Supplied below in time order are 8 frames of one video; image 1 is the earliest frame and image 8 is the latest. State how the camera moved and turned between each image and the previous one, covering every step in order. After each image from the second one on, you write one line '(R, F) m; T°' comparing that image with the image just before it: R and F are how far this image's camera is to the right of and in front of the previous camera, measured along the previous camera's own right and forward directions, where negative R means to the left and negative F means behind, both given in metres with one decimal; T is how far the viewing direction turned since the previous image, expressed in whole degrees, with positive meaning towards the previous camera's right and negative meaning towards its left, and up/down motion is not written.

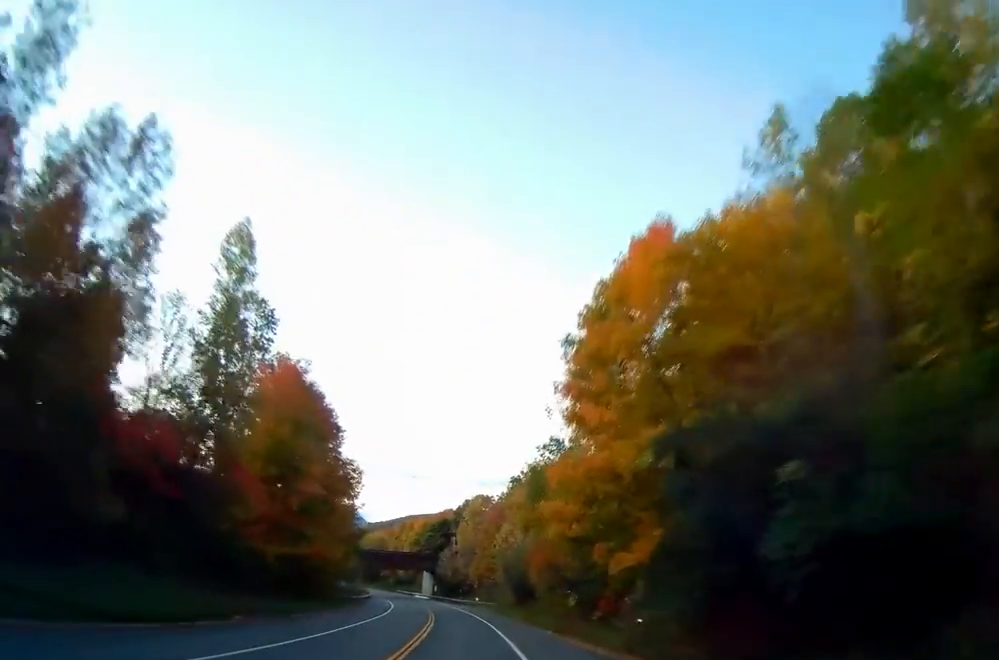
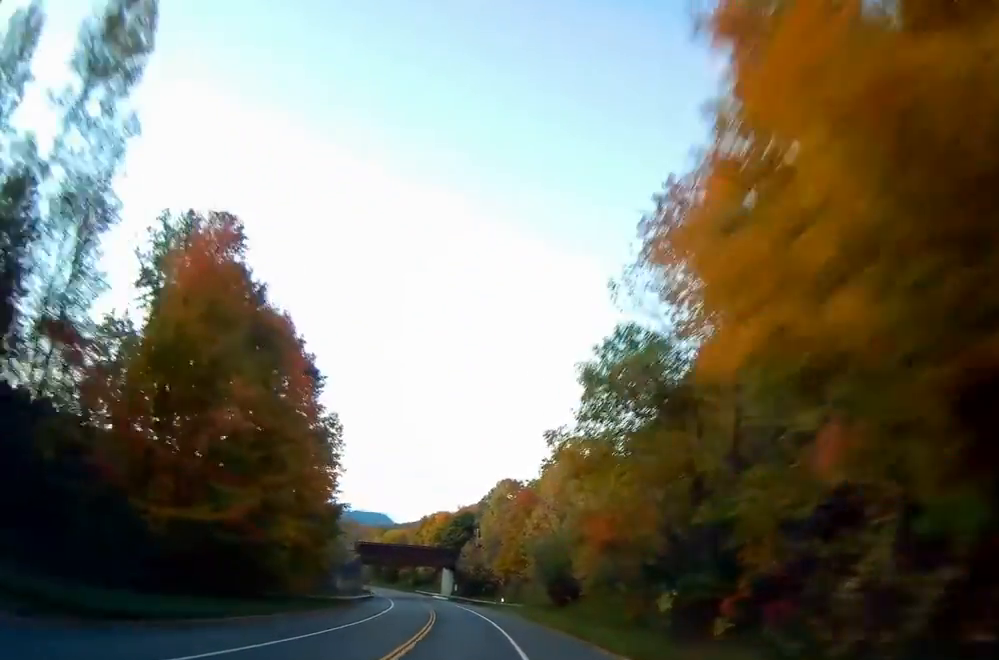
(0.0, +18.8) m; -2°
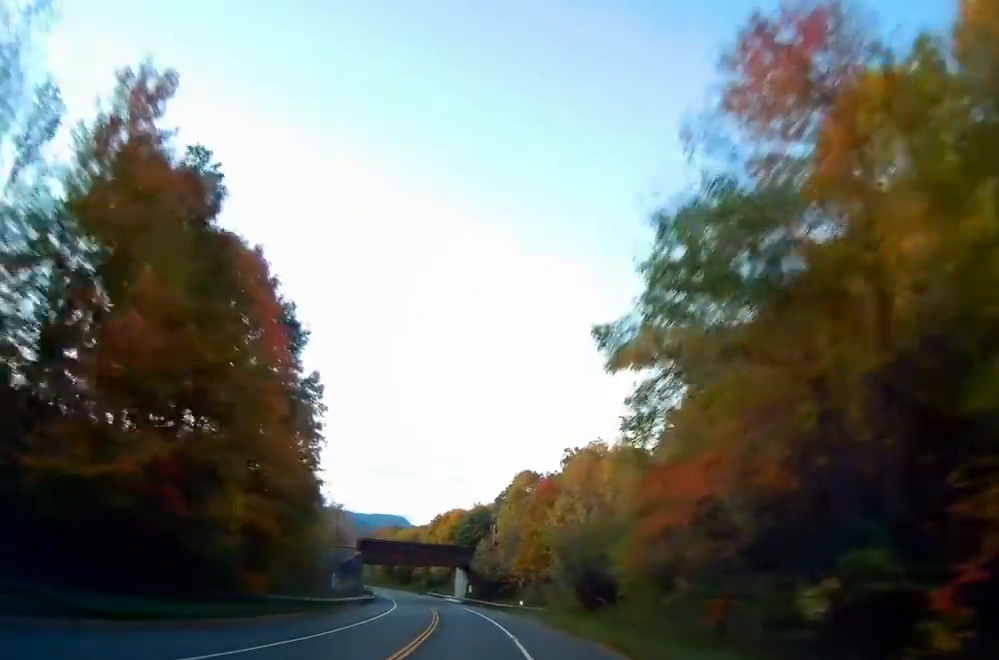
(-0.4, +10.1) m; -1°
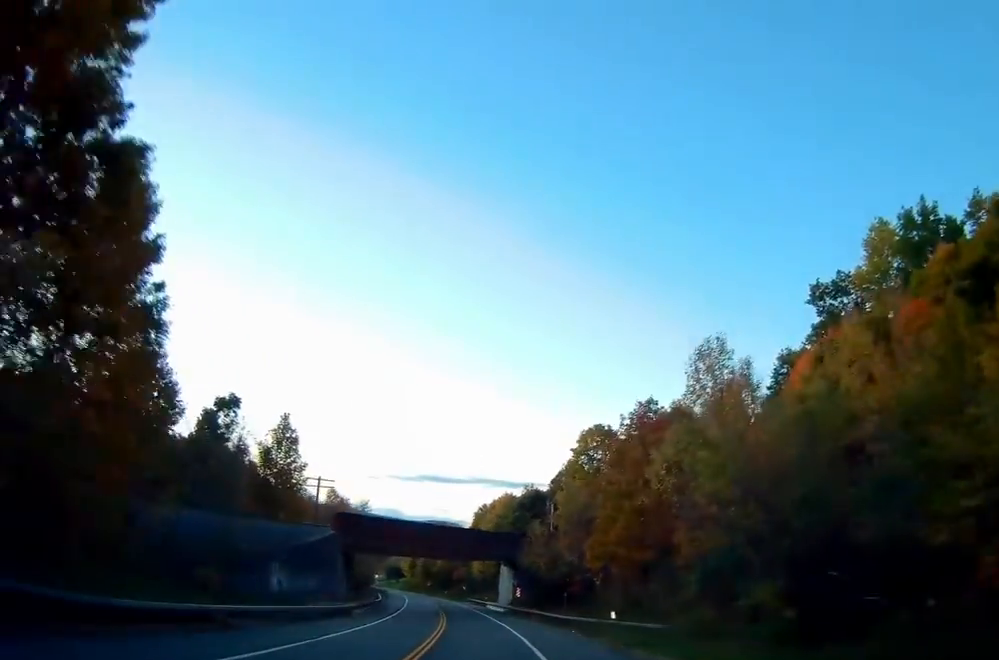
(-1.0, +31.4) m; -4°
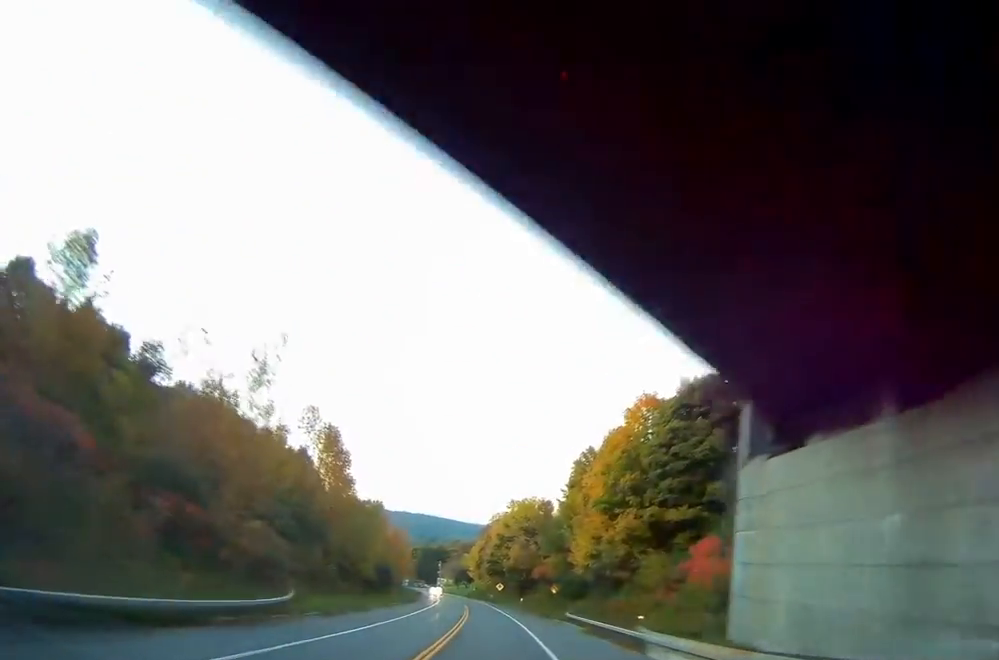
(-4.7, +68.1) m; -7°
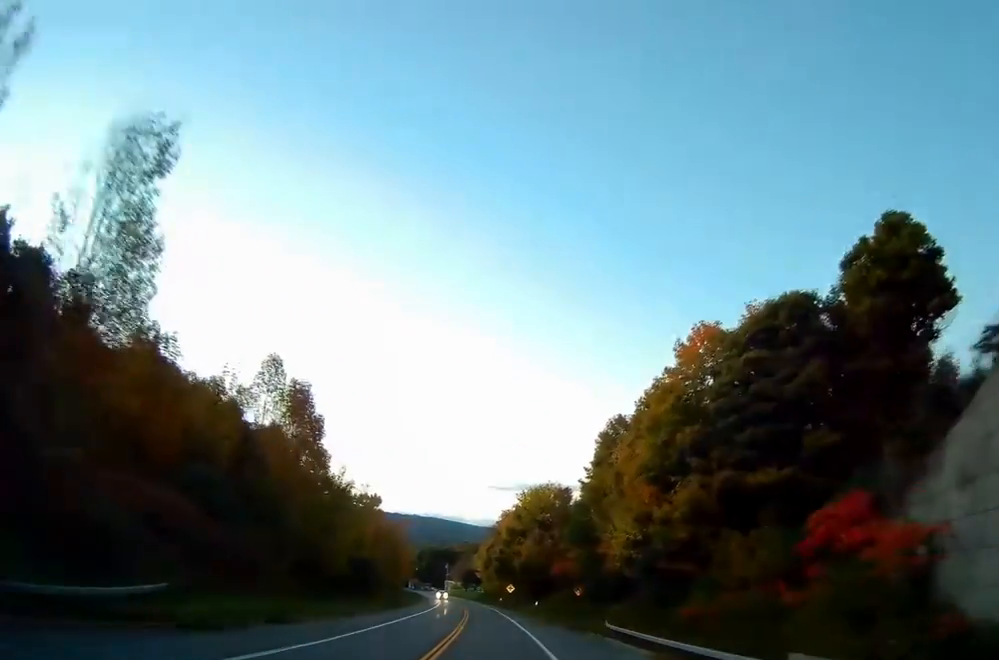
(-0.4, +16.5) m; -1°
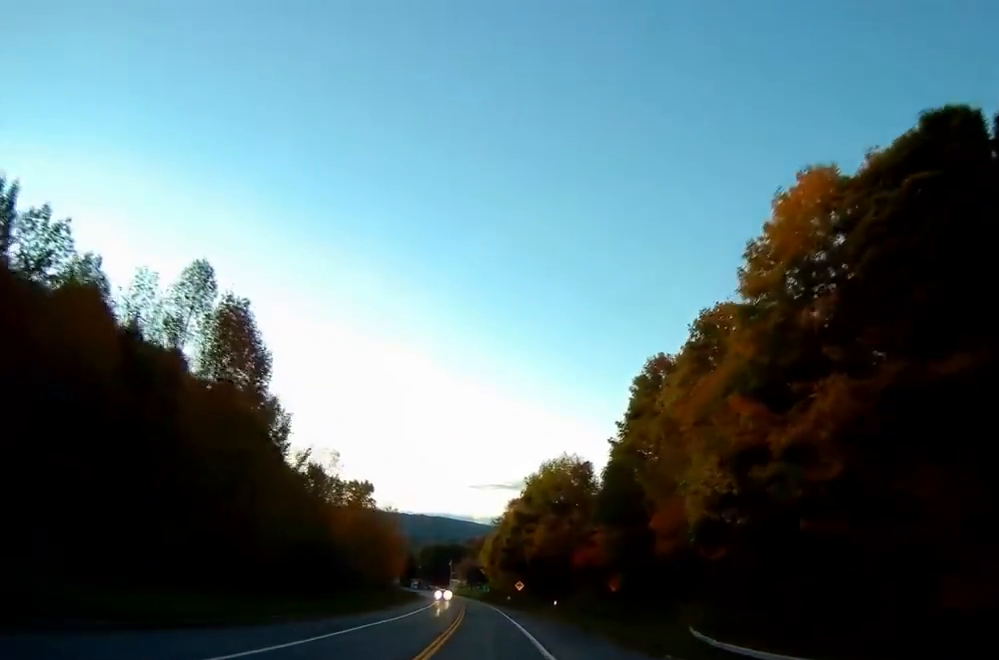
(+0.2, +19.3) m; -1°
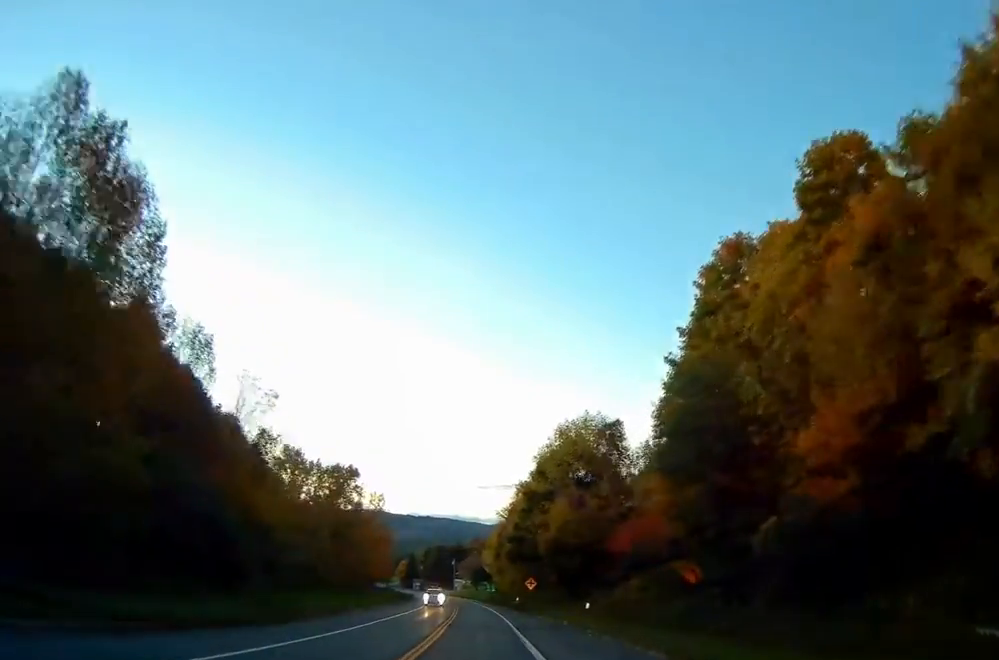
(-0.3, +21.2) m; -1°
